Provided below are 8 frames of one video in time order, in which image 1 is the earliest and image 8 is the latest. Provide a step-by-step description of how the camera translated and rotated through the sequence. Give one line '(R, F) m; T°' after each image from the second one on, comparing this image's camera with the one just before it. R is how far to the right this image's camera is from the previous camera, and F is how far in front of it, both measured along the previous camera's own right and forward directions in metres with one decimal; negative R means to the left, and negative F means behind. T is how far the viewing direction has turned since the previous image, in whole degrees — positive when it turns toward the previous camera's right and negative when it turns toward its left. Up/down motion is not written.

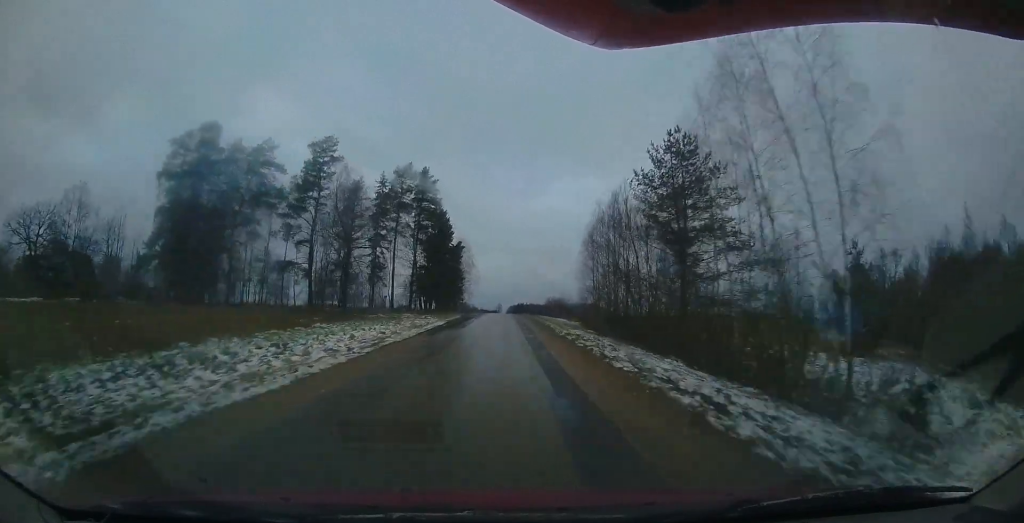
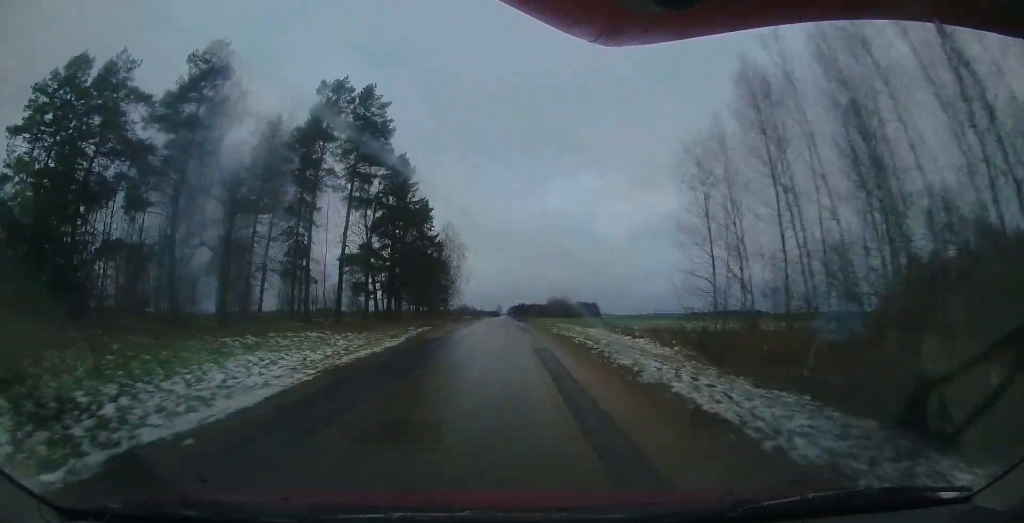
(-0.1, +18.5) m; -1°
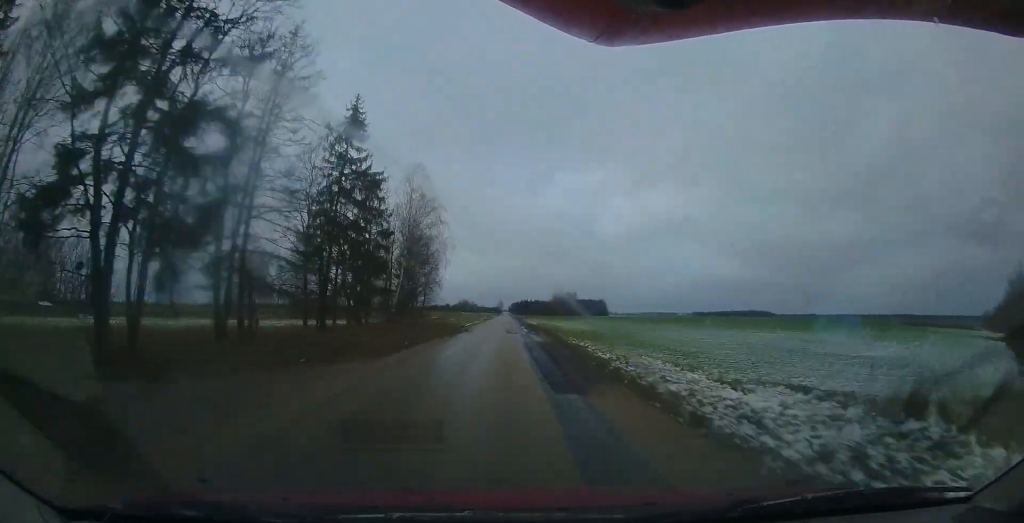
(-0.6, +27.2) m; -2°
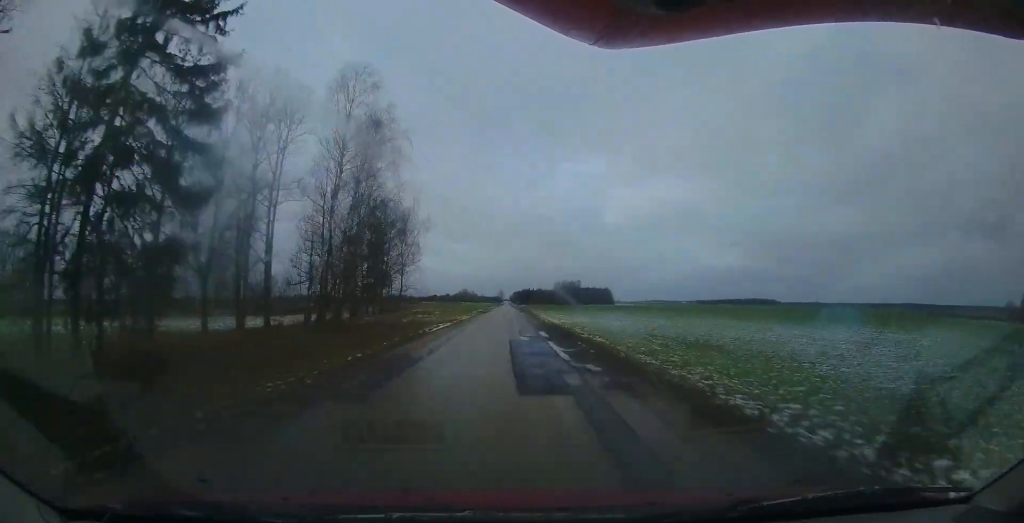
(-0.1, +16.5) m; 0°
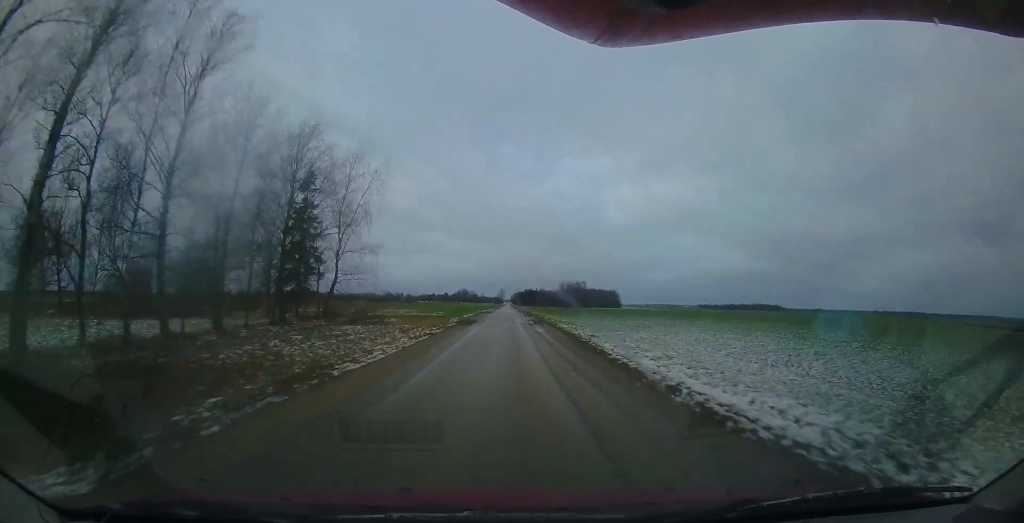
(+0.1, +21.8) m; +1°
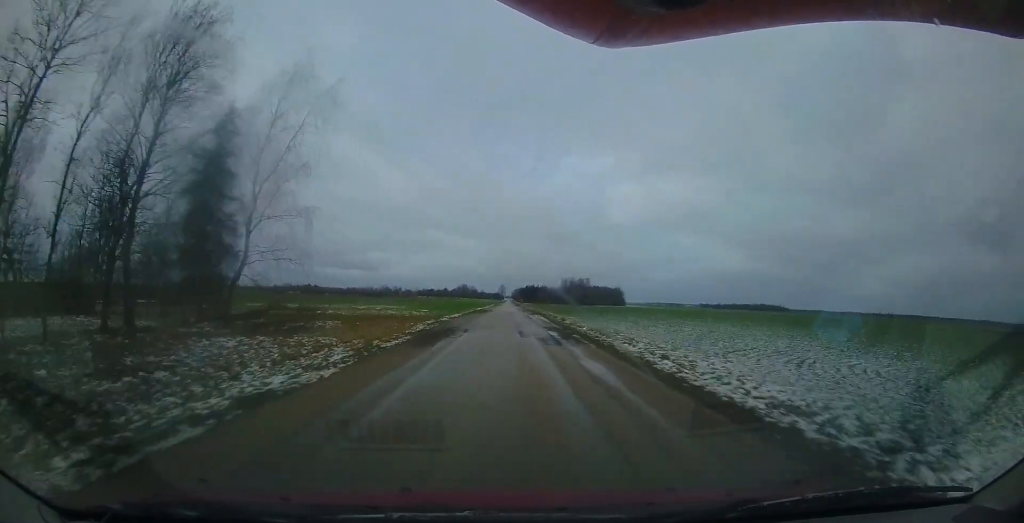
(0.0, +12.4) m; +1°
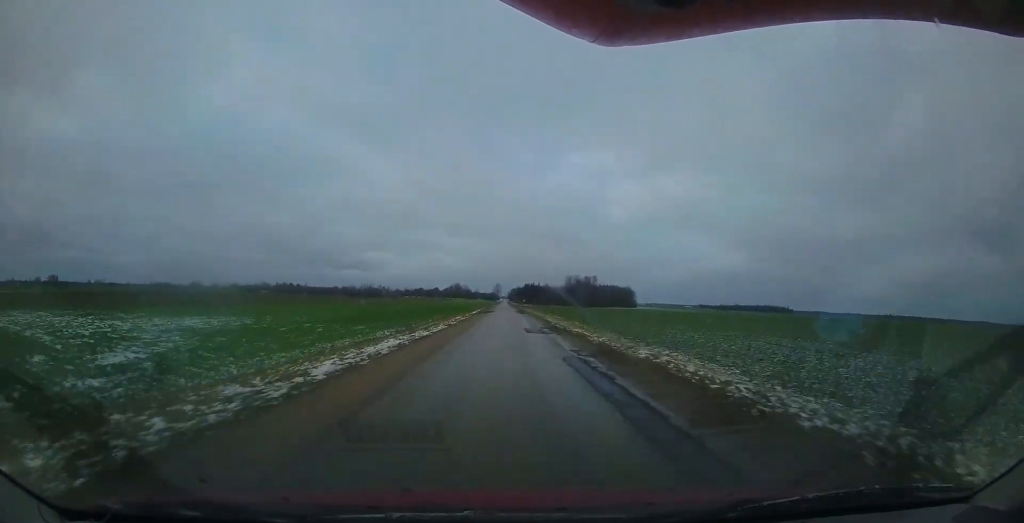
(+1.0, +42.0) m; +1°
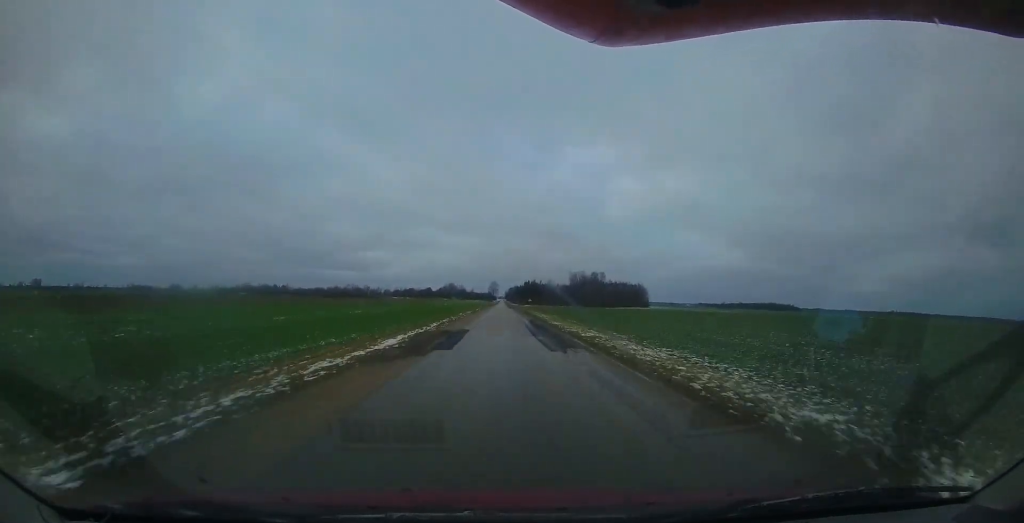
(-0.6, +34.1) m; 0°
